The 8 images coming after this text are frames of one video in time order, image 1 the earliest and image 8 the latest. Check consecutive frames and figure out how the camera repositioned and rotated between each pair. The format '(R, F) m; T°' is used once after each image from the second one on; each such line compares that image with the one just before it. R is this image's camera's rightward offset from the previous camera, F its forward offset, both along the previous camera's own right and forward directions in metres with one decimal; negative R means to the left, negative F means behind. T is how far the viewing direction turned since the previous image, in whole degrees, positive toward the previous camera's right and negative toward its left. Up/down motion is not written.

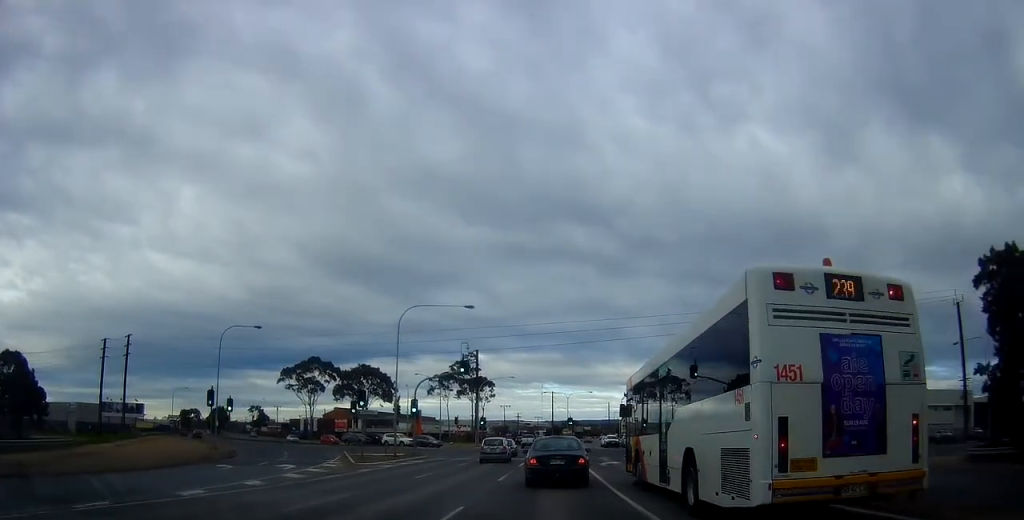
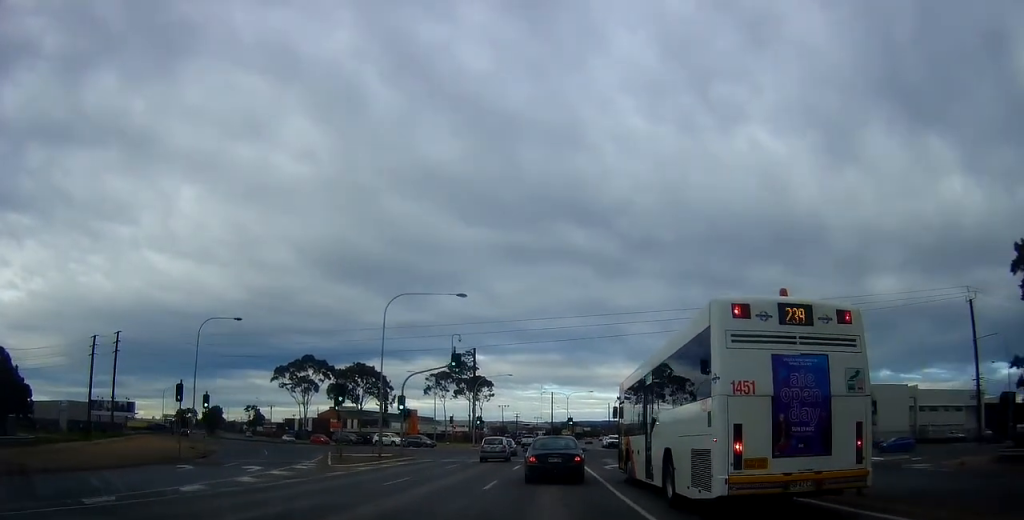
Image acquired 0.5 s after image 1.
(0.0, +3.5) m; +1°
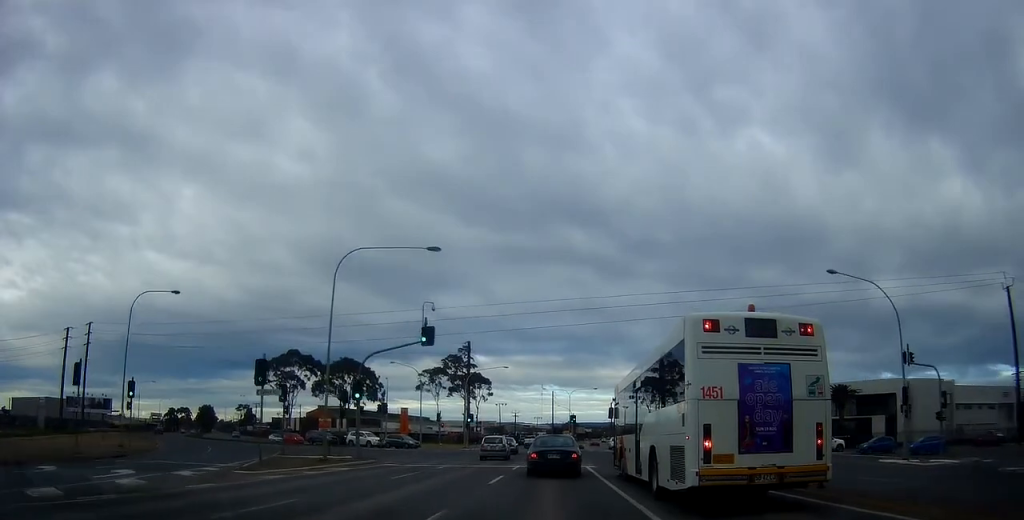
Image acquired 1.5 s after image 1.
(+0.1, +9.1) m; +2°
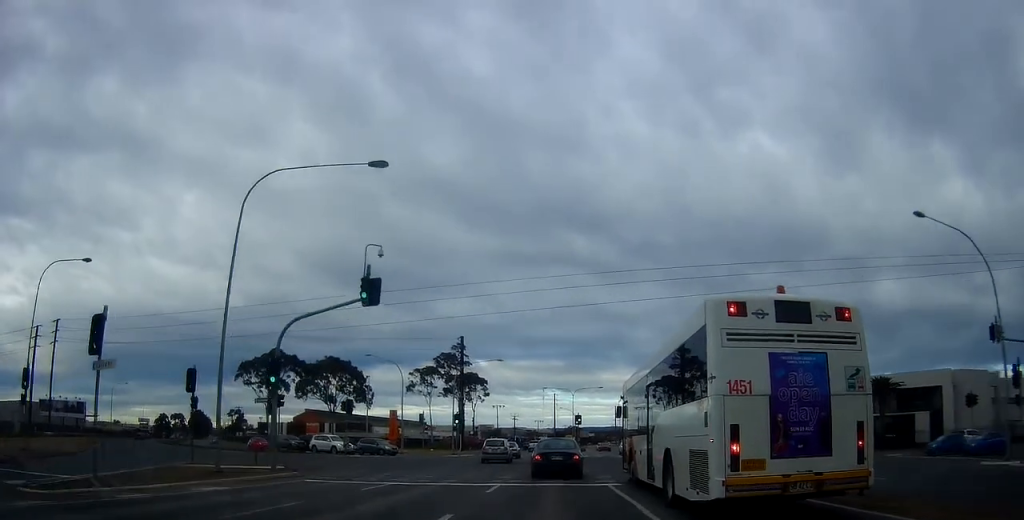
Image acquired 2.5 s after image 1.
(+0.1, +9.8) m; -1°
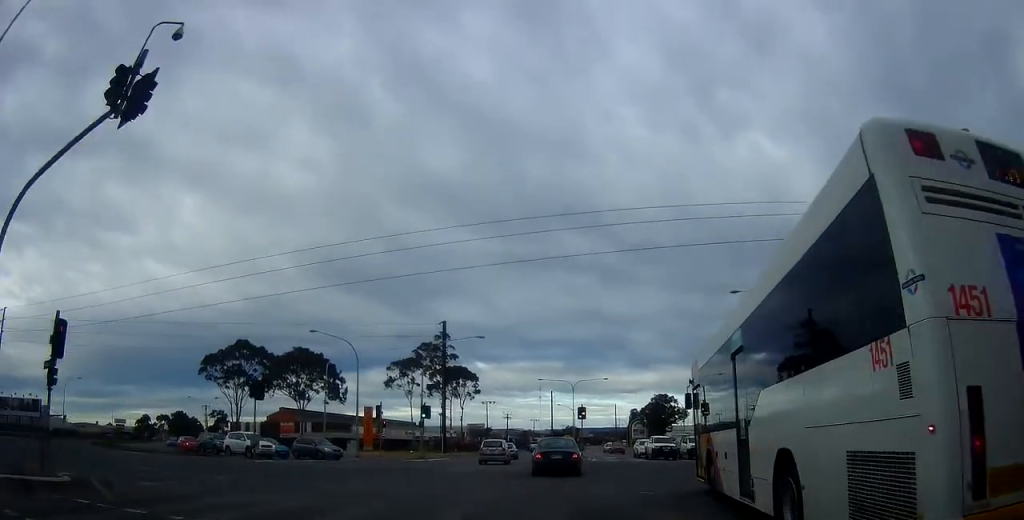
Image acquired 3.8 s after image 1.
(-0.3, +13.9) m; -1°
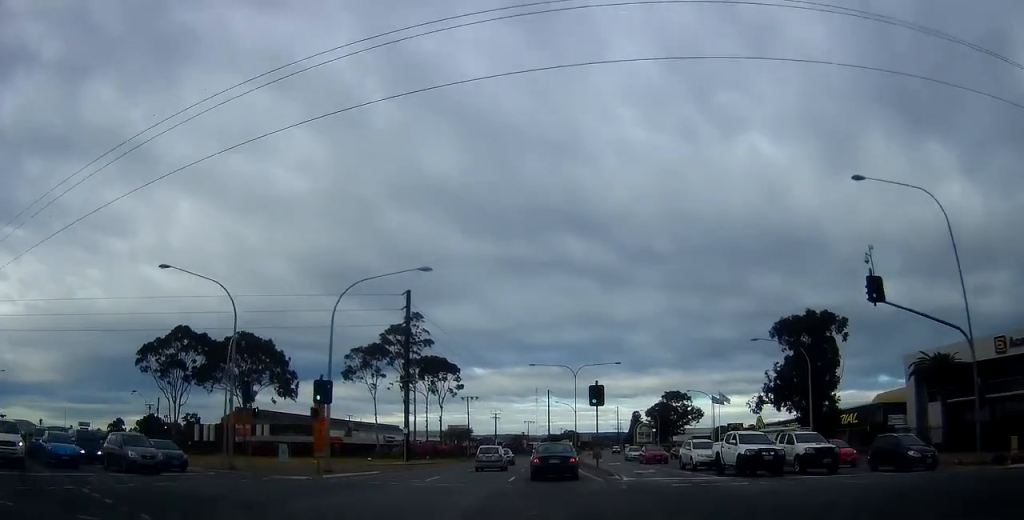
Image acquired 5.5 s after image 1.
(+0.3, +20.3) m; +1°
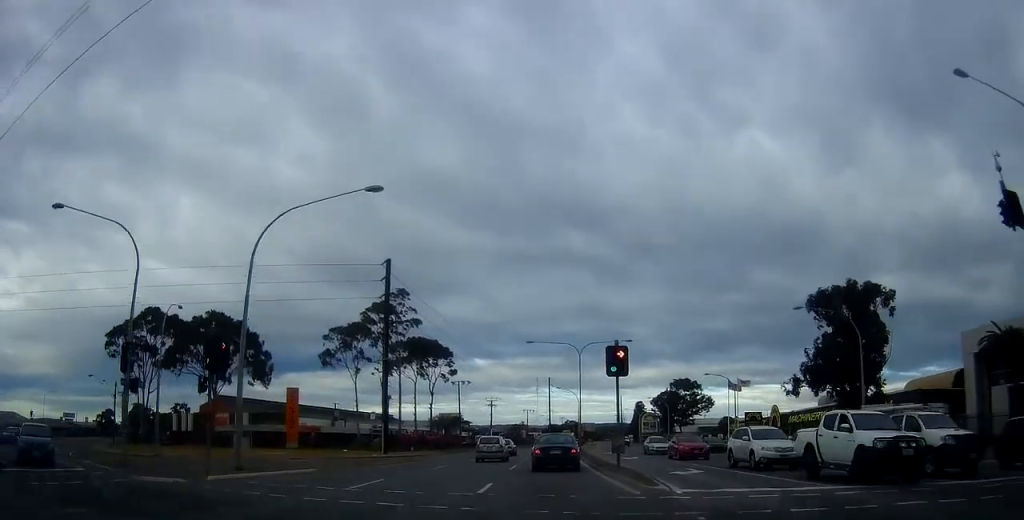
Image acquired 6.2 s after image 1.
(0.0, +9.0) m; 0°
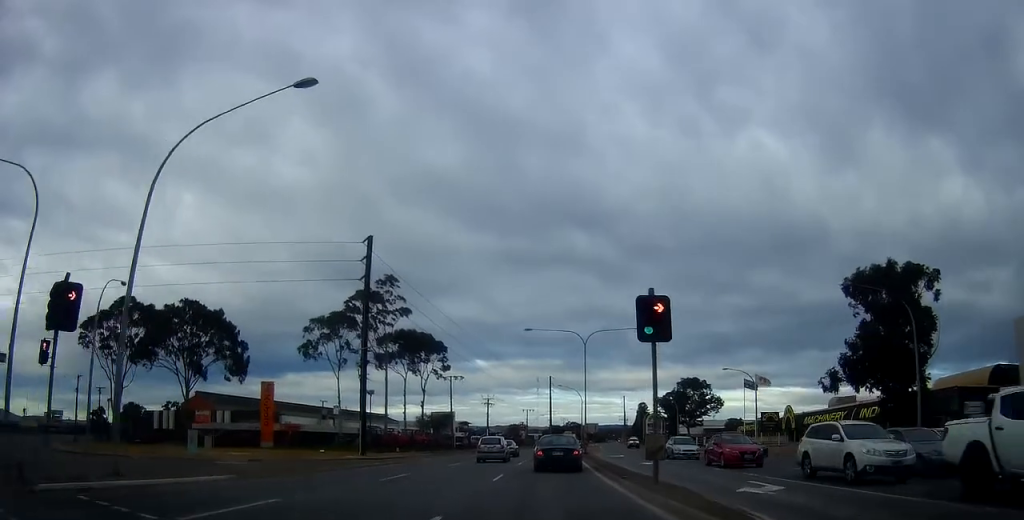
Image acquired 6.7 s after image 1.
(0.0, +7.2) m; 0°
